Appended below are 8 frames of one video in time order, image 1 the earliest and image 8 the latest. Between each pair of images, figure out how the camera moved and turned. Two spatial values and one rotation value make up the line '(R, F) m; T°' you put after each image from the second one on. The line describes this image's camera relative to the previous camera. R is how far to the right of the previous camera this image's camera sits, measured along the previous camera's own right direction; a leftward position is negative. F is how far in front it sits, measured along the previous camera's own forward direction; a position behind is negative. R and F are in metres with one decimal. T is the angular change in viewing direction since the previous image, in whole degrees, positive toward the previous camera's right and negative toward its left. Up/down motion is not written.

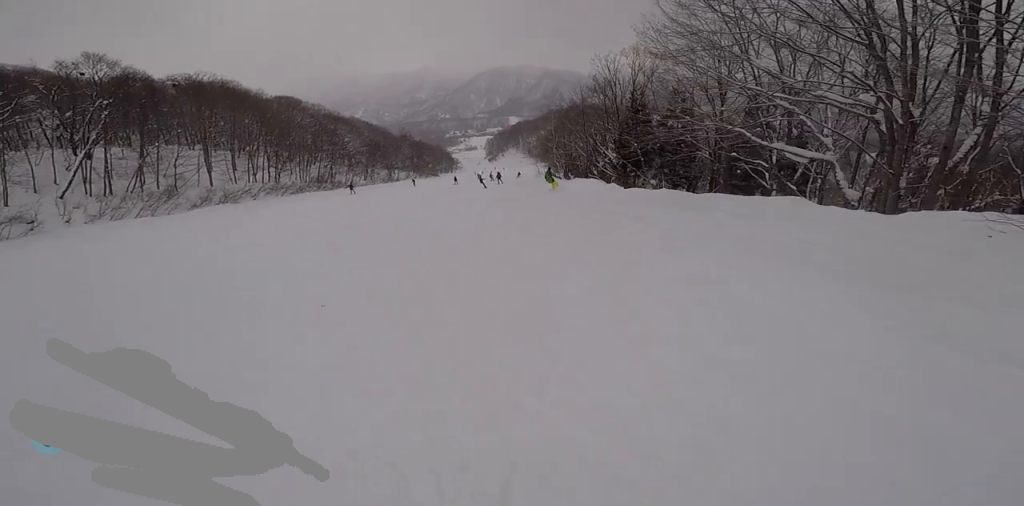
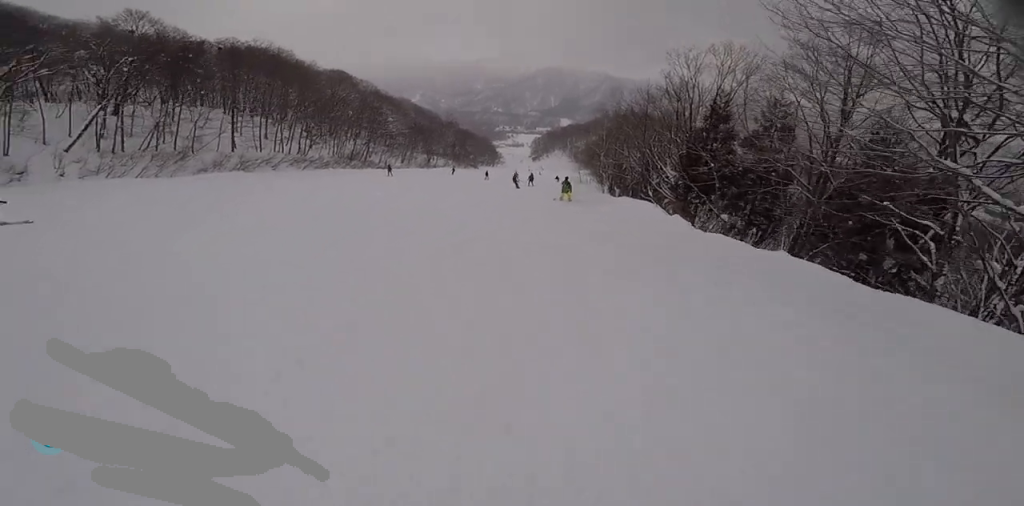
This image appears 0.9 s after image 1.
(-0.7, +5.9) m; 0°
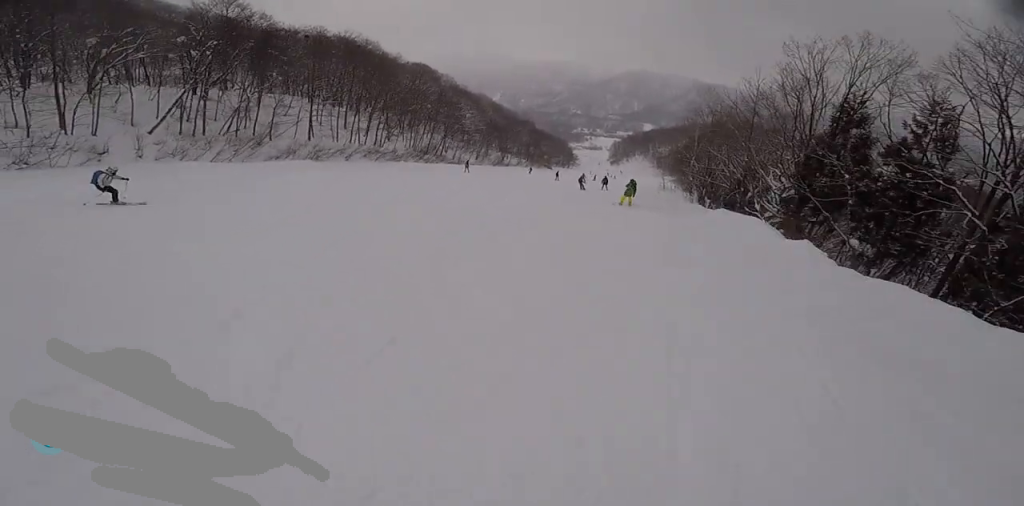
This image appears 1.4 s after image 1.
(+0.5, +3.4) m; 0°
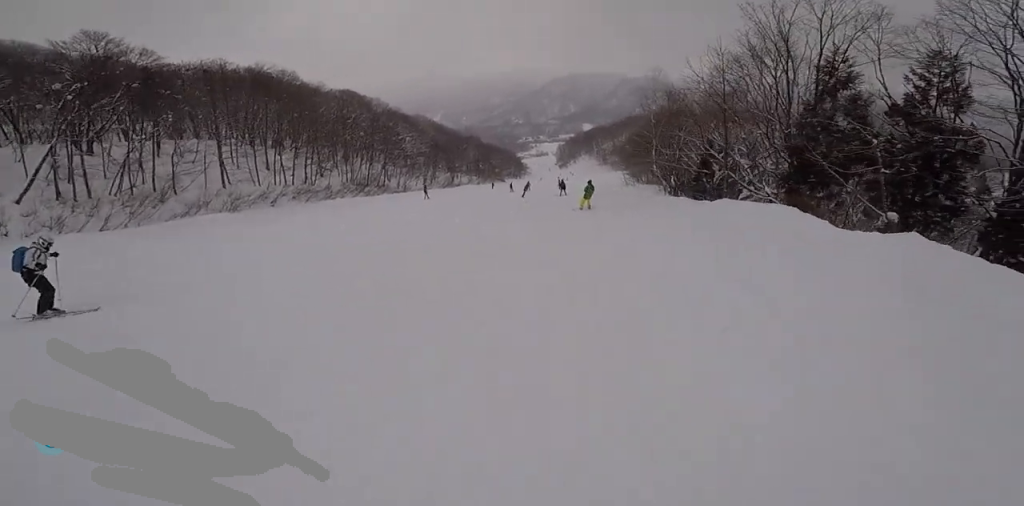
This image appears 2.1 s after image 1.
(+0.1, +4.5) m; 0°
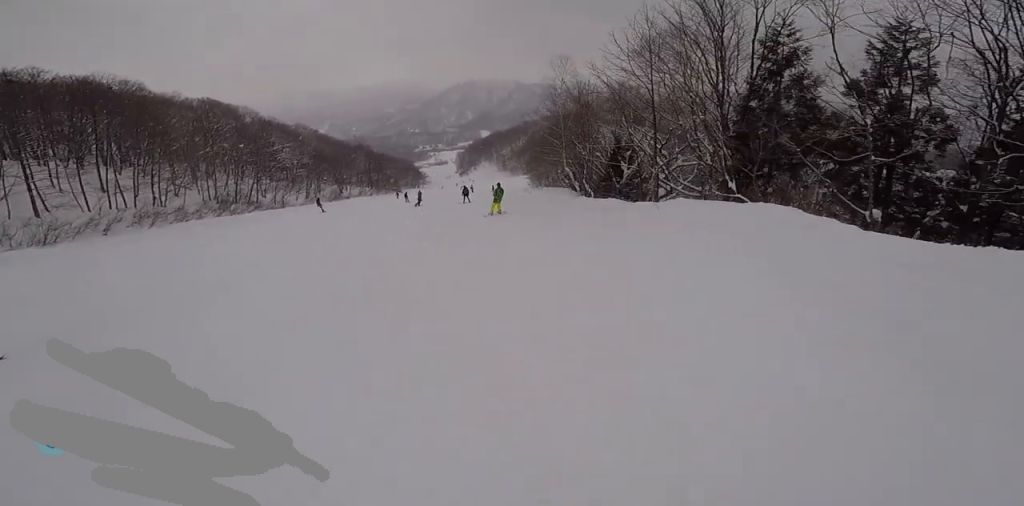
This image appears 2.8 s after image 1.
(-0.6, +4.2) m; 0°
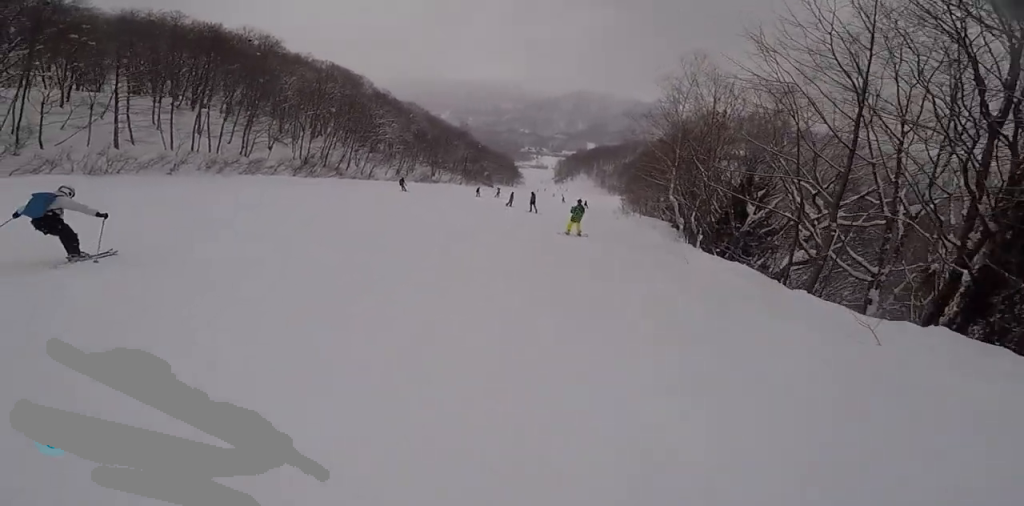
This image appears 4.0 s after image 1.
(+0.8, +7.4) m; 0°
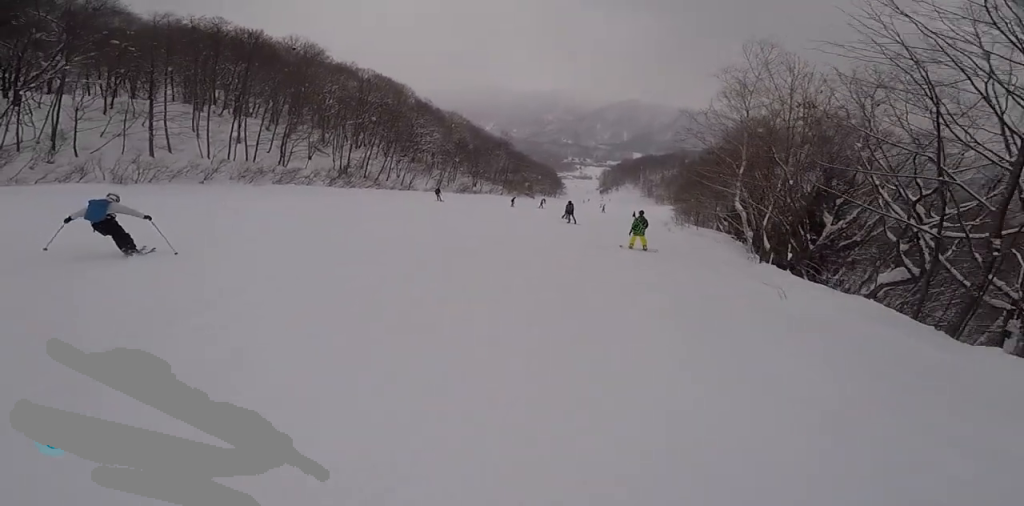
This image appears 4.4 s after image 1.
(-0.5, +3.0) m; 0°
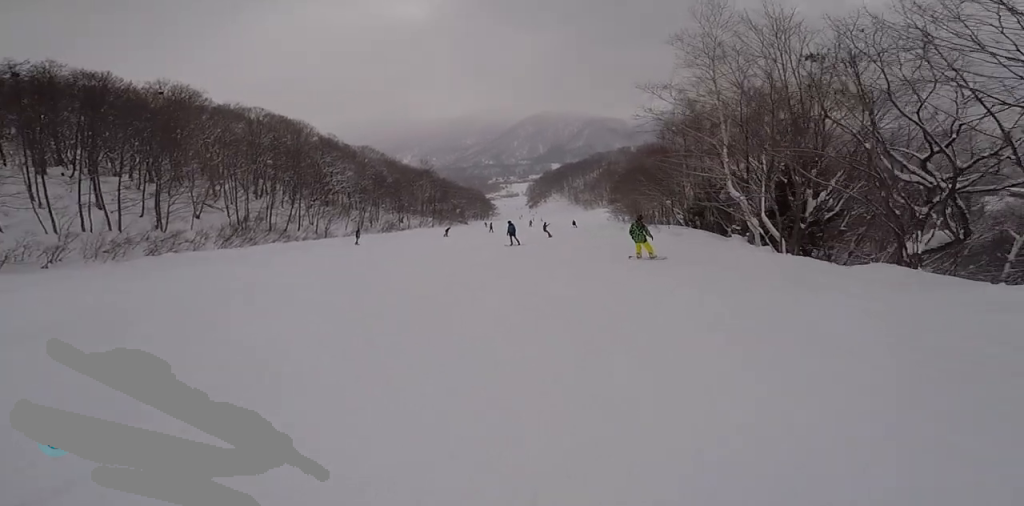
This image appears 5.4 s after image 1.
(+0.2, +5.7) m; 0°
